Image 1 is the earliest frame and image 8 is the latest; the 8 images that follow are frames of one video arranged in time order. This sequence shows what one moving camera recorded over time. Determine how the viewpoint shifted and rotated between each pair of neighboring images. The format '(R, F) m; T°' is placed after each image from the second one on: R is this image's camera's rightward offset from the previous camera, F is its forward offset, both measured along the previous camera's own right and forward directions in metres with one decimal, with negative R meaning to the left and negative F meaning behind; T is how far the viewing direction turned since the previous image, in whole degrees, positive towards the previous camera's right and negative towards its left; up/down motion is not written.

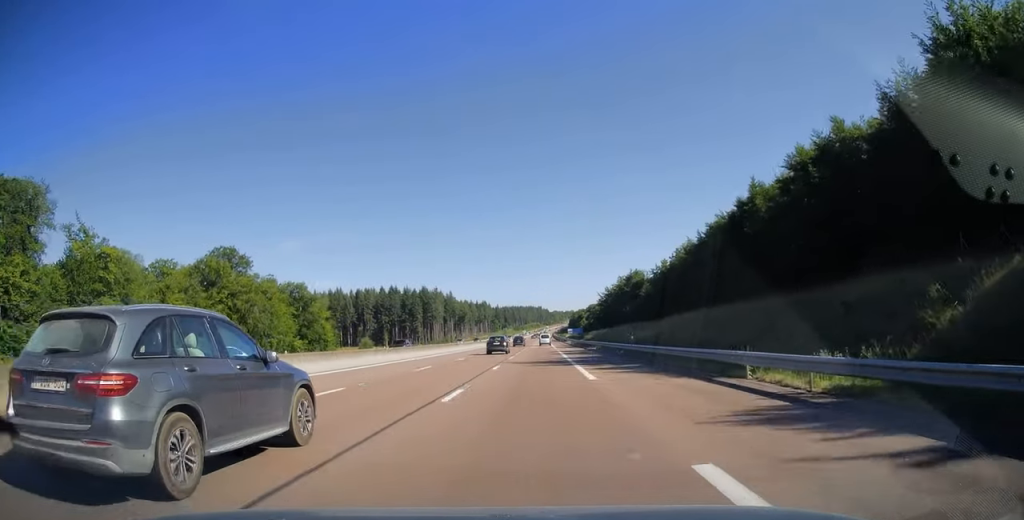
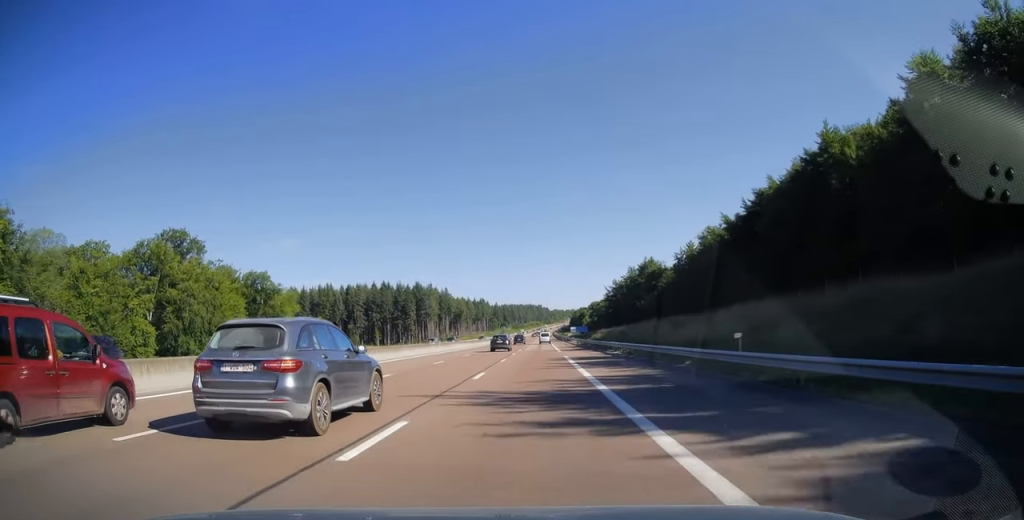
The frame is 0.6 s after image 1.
(0.0, +19.8) m; 0°
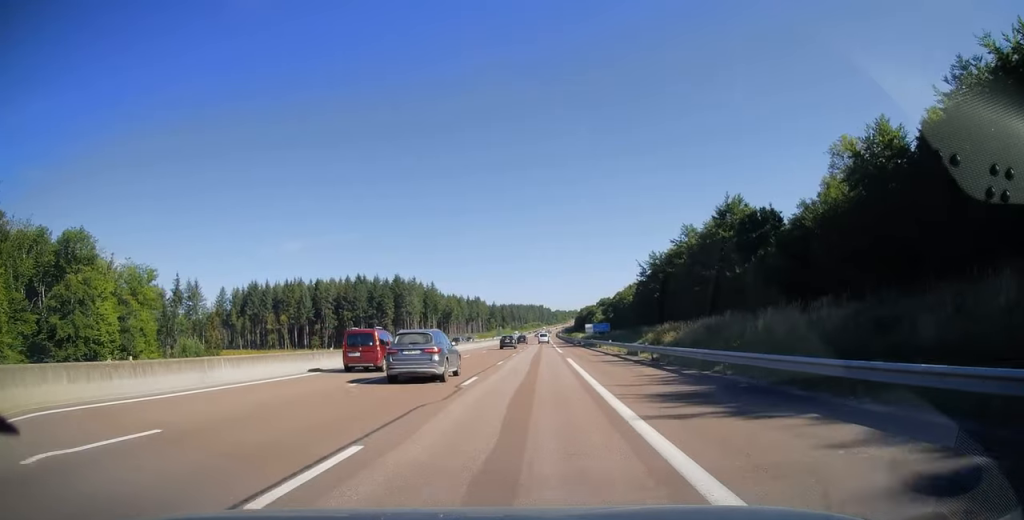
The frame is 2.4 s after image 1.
(-0.1, +54.8) m; 0°
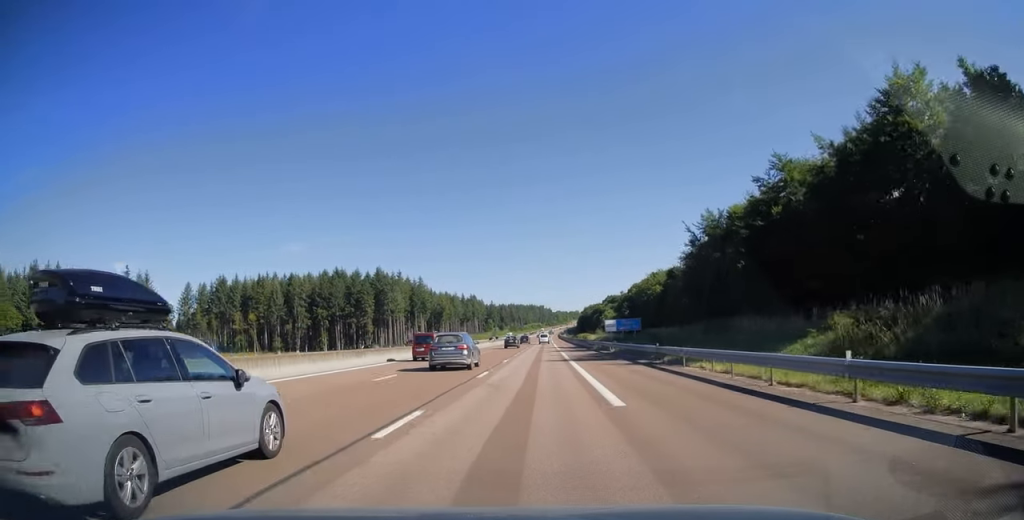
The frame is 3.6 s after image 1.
(0.0, +36.0) m; 0°
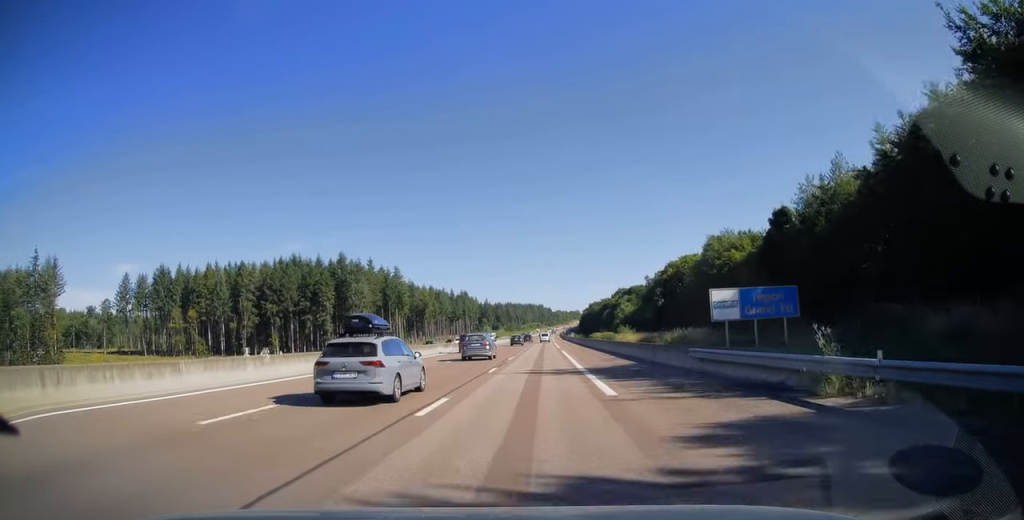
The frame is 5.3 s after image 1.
(-0.1, +49.8) m; 0°
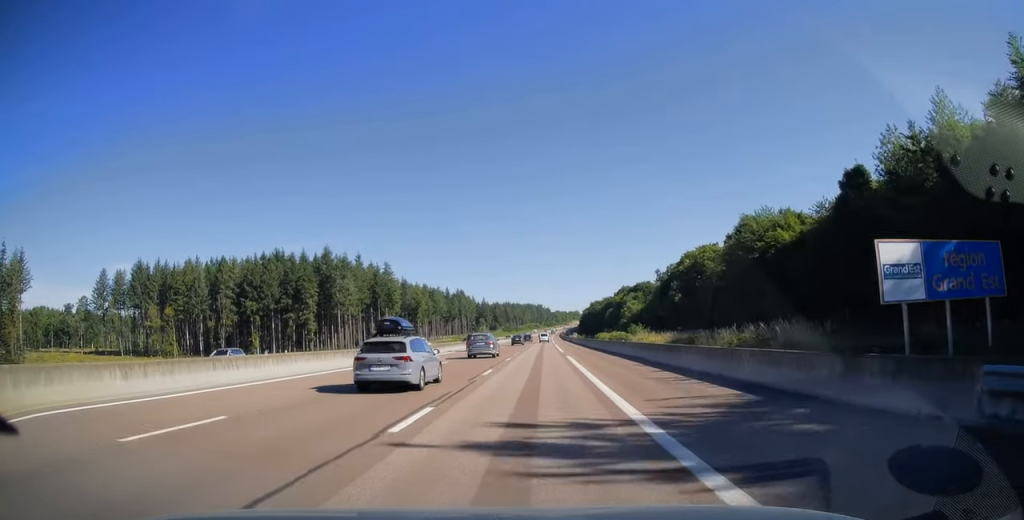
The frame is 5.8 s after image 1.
(0.0, +15.1) m; 0°
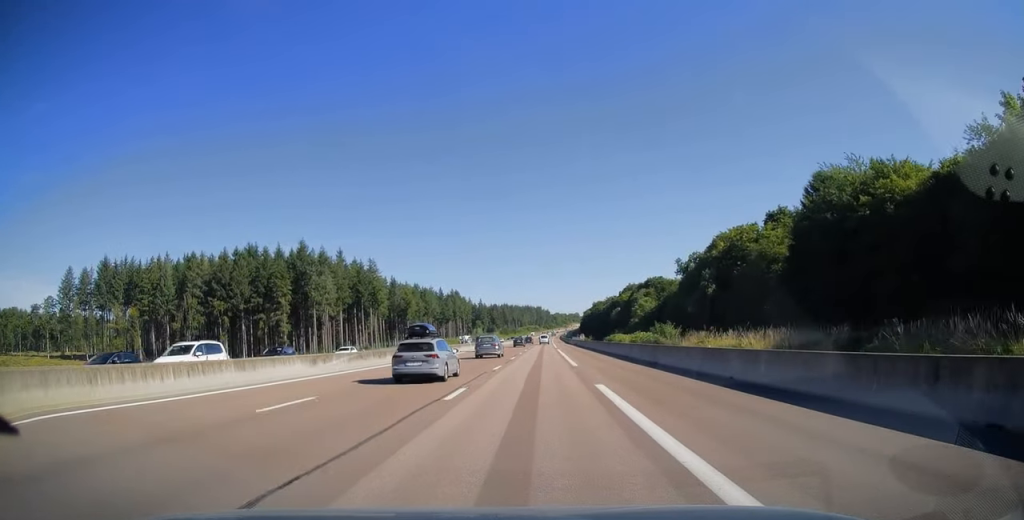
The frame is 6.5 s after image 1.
(0.0, +21.2) m; 0°
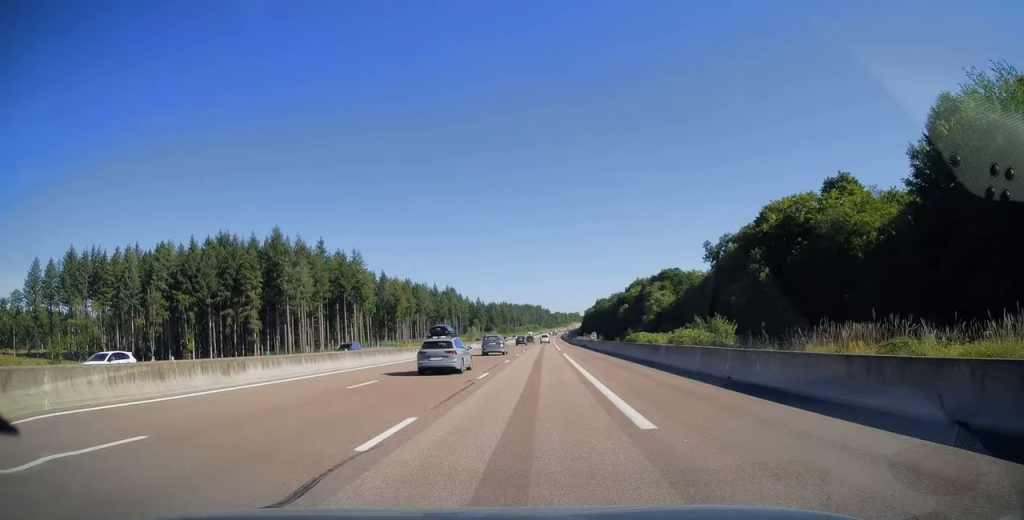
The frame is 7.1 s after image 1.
(+0.1, +19.7) m; 0°
